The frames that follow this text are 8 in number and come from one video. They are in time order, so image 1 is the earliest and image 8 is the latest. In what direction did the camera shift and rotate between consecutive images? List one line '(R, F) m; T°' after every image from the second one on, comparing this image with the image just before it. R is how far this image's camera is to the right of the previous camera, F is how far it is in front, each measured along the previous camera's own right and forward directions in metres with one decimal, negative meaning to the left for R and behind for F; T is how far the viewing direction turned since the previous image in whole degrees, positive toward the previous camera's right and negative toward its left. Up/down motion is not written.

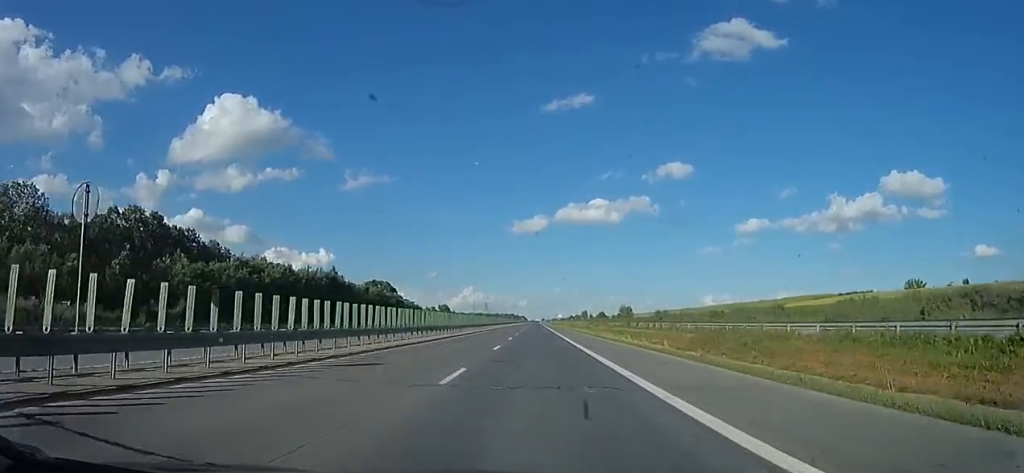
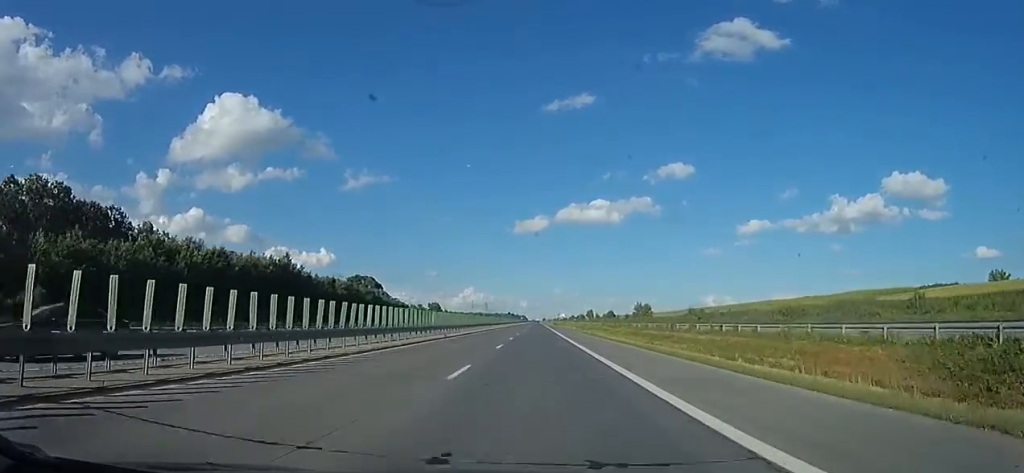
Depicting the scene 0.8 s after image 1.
(0.0, +22.9) m; 0°
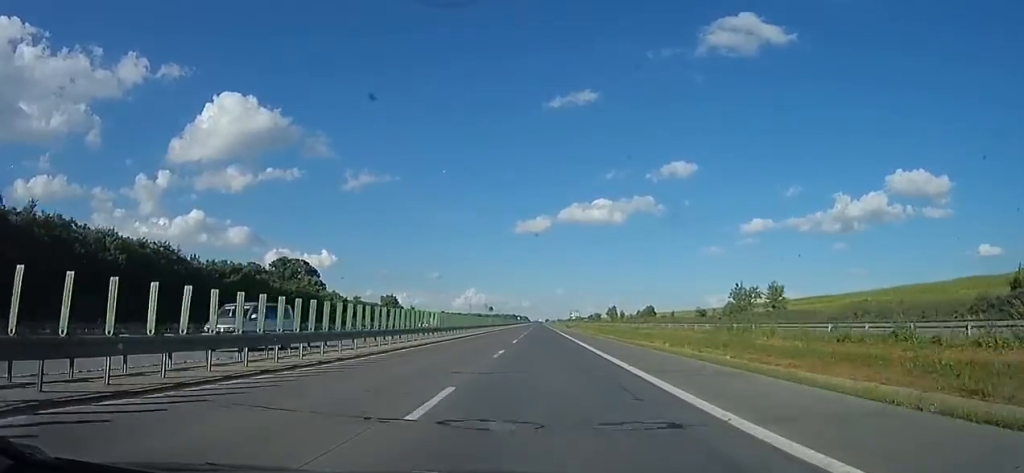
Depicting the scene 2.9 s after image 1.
(-0.2, +64.4) m; 0°
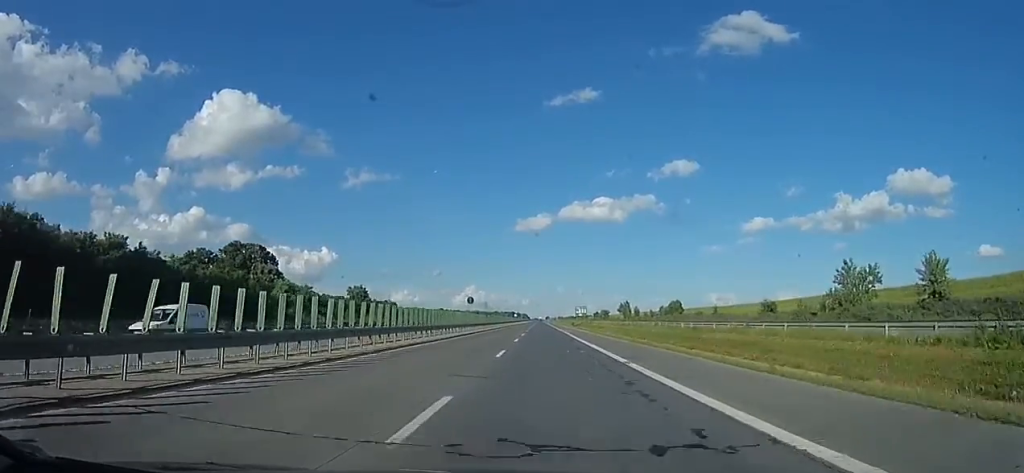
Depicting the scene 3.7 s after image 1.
(0.0, +25.2) m; 0°
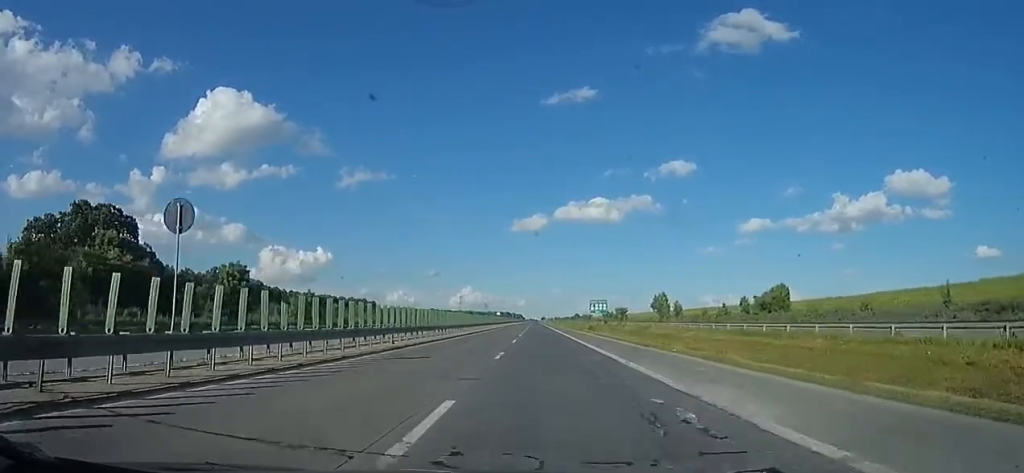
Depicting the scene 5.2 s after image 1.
(0.0, +48.4) m; -1°
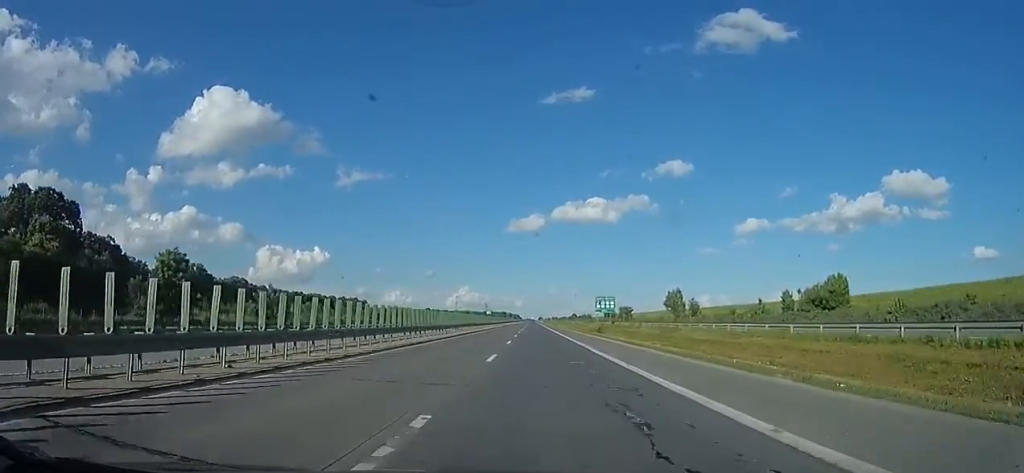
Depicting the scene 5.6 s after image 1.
(0.0, +12.8) m; 0°
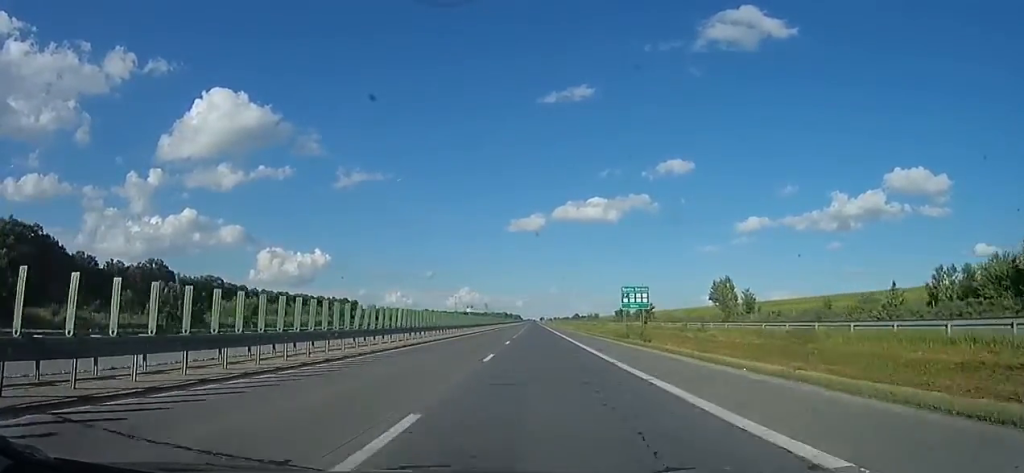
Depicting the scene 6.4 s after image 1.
(-0.5, +23.4) m; +2°
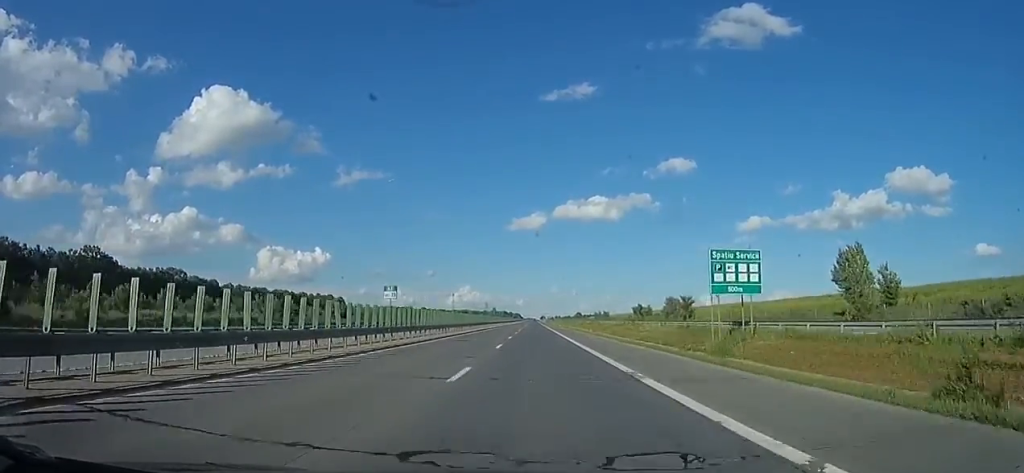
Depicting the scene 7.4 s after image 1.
(+1.7, +29.0) m; +1°
